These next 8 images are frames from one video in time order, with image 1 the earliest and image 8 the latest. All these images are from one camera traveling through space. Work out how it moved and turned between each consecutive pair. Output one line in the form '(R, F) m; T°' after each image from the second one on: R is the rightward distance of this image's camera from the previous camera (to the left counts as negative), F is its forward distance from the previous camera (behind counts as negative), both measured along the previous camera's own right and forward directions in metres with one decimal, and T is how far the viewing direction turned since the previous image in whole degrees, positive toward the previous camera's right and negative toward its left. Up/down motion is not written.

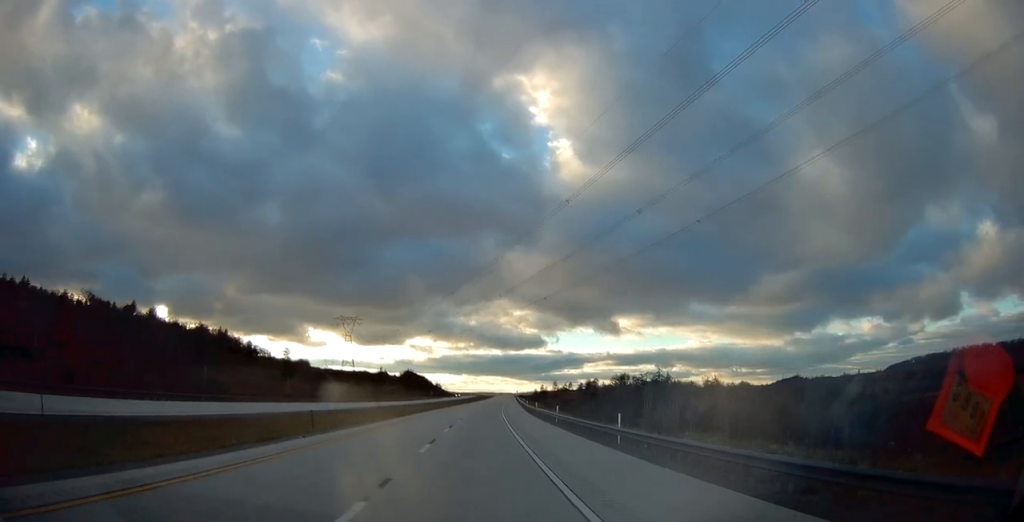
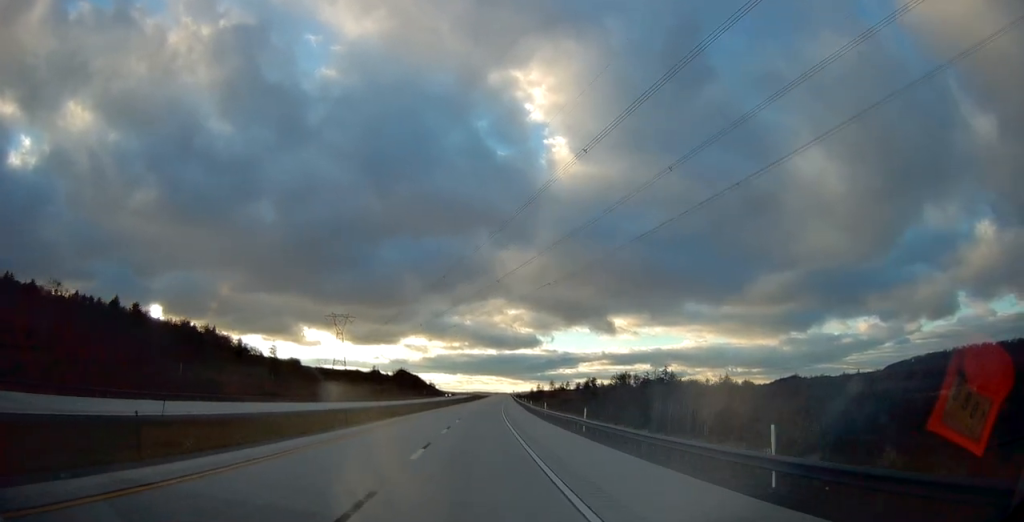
(+0.1, +14.0) m; 0°
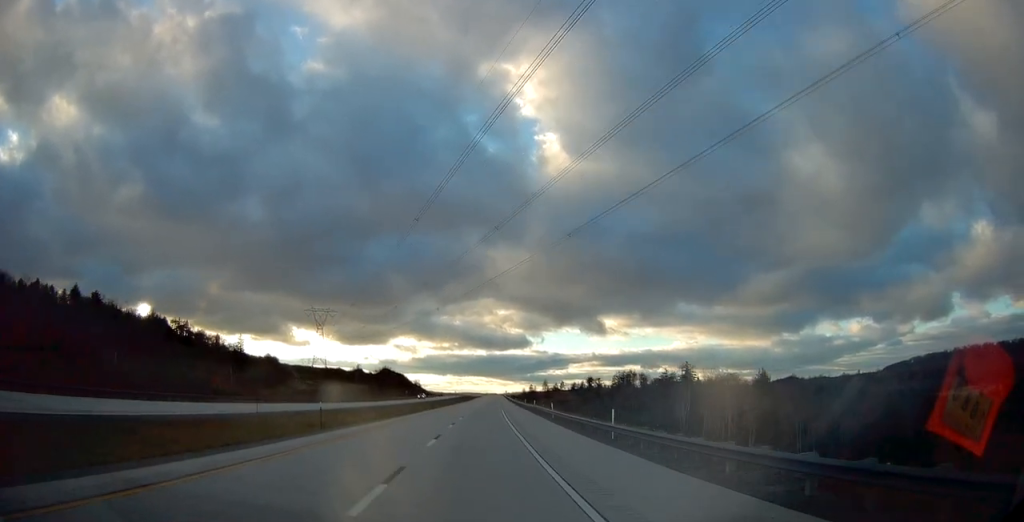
(+0.1, +32.2) m; +1°
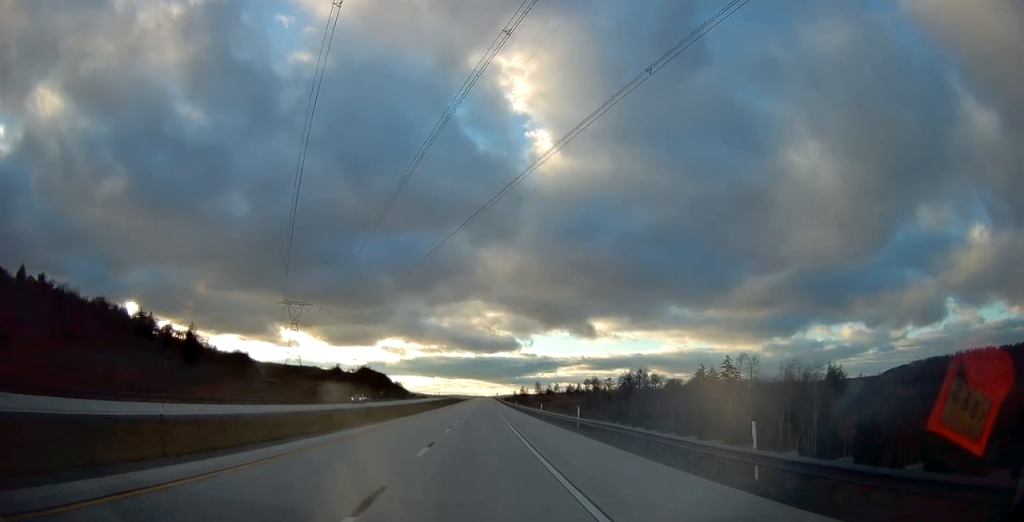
(+0.5, +39.2) m; +2°
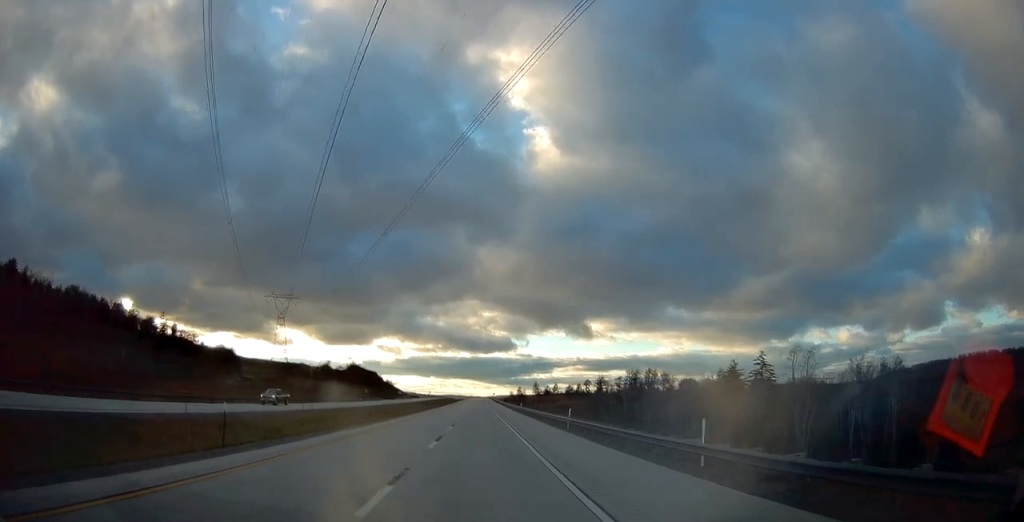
(+0.2, +21.1) m; 0°
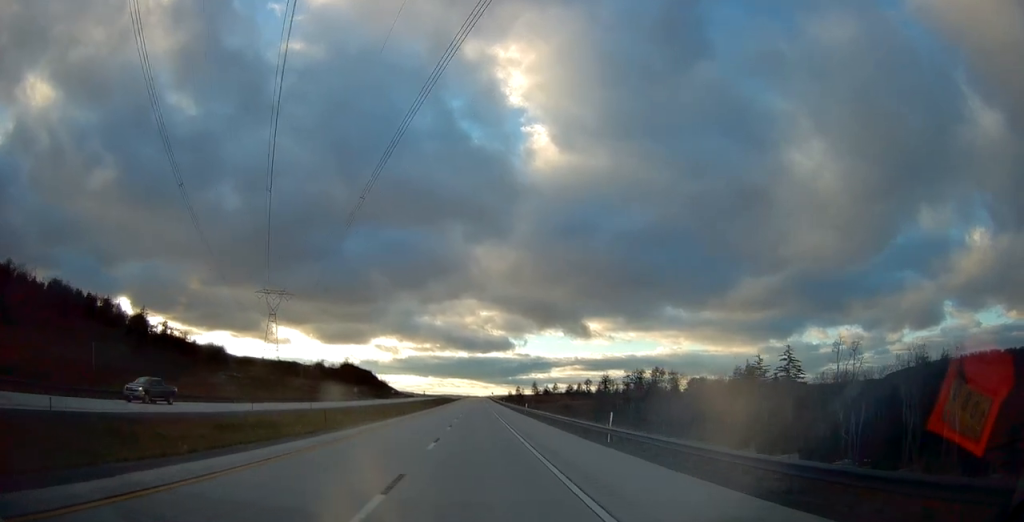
(0.0, +13.1) m; 0°
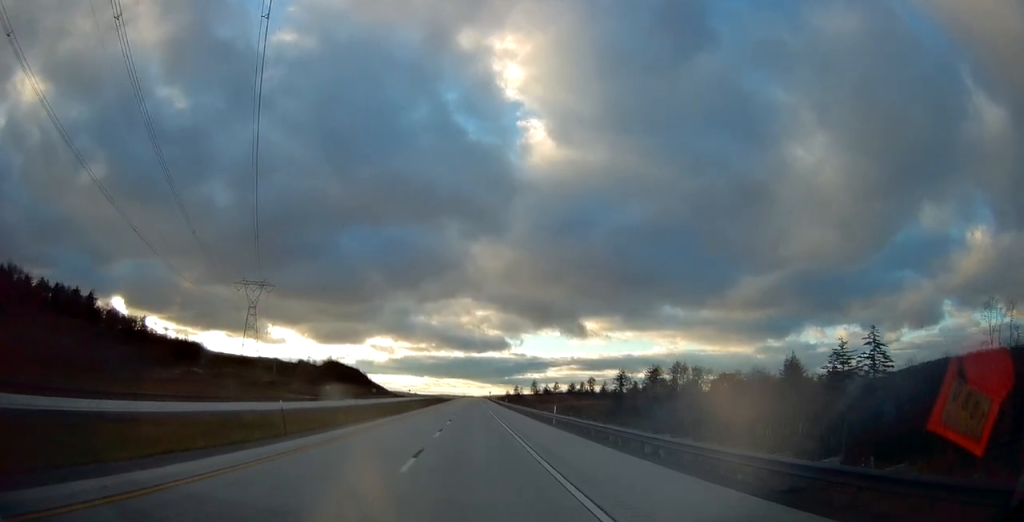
(-0.1, +30.1) m; 0°
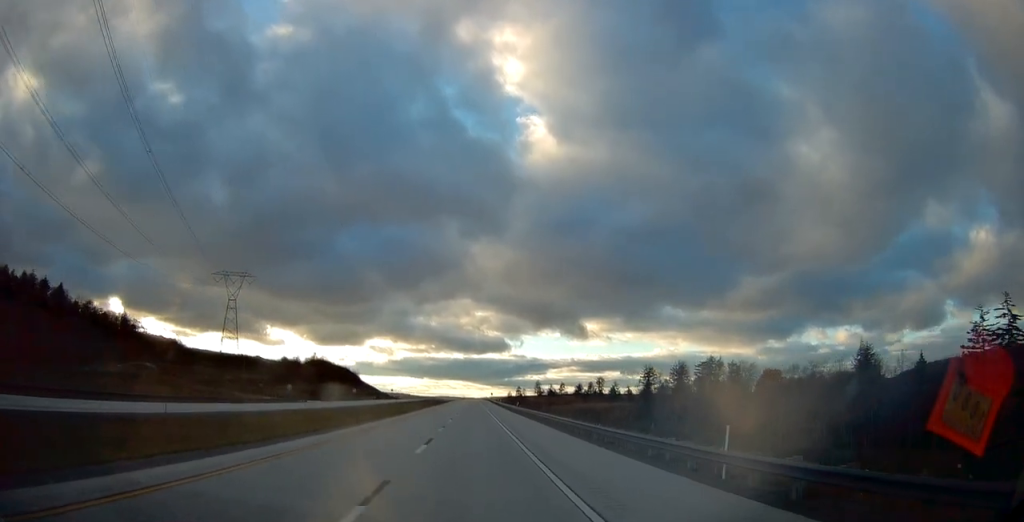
(+0.2, +31.1) m; +1°
